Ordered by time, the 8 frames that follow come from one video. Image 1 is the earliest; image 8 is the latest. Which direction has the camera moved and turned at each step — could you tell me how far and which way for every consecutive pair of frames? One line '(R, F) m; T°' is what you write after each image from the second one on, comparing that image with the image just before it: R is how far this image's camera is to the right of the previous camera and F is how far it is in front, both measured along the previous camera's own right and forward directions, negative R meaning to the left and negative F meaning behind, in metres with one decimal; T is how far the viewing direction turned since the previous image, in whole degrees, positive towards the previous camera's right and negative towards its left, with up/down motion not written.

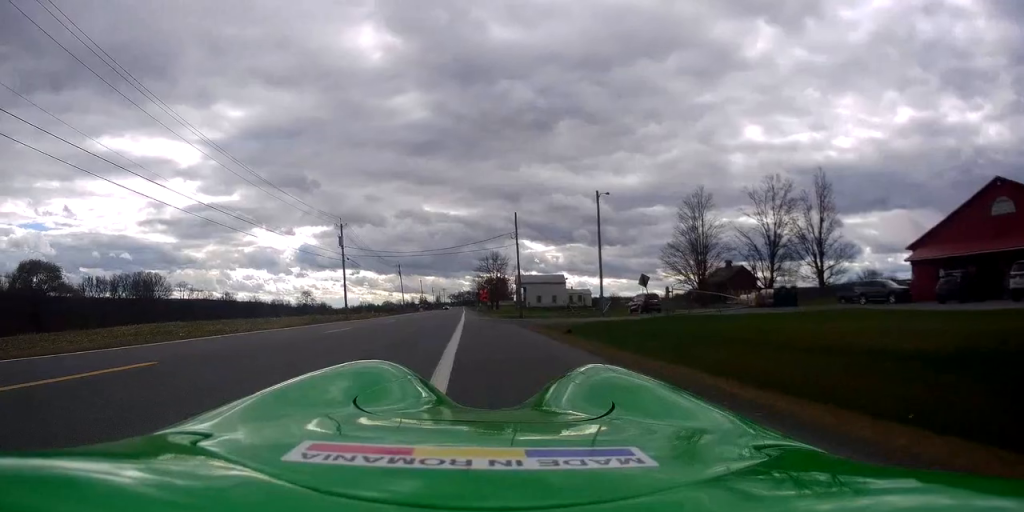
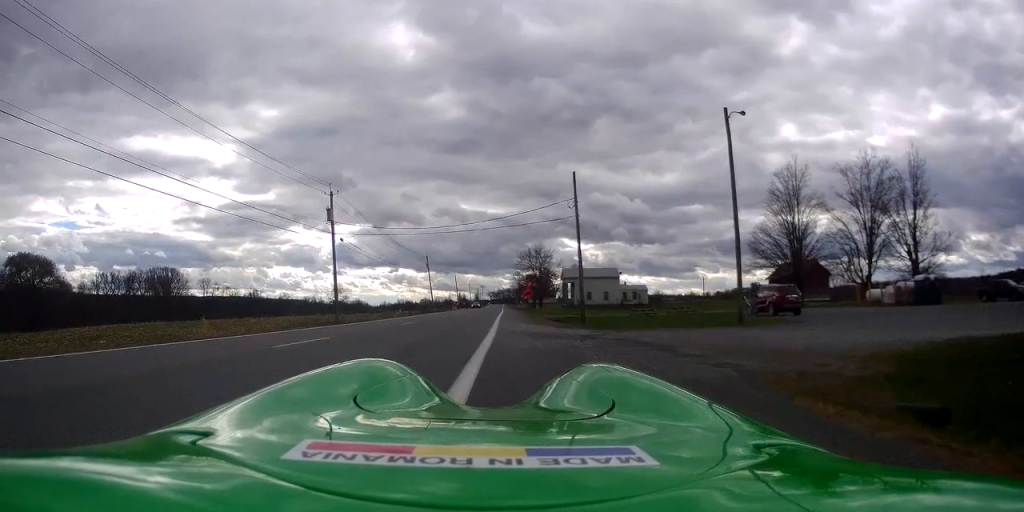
(-0.5, +18.0) m; -5°
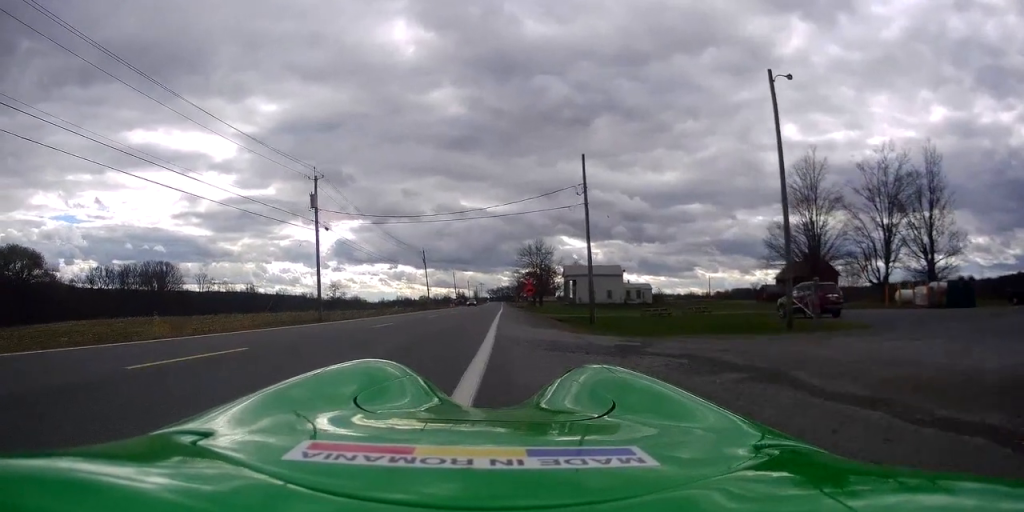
(+0.3, +4.3) m; 0°
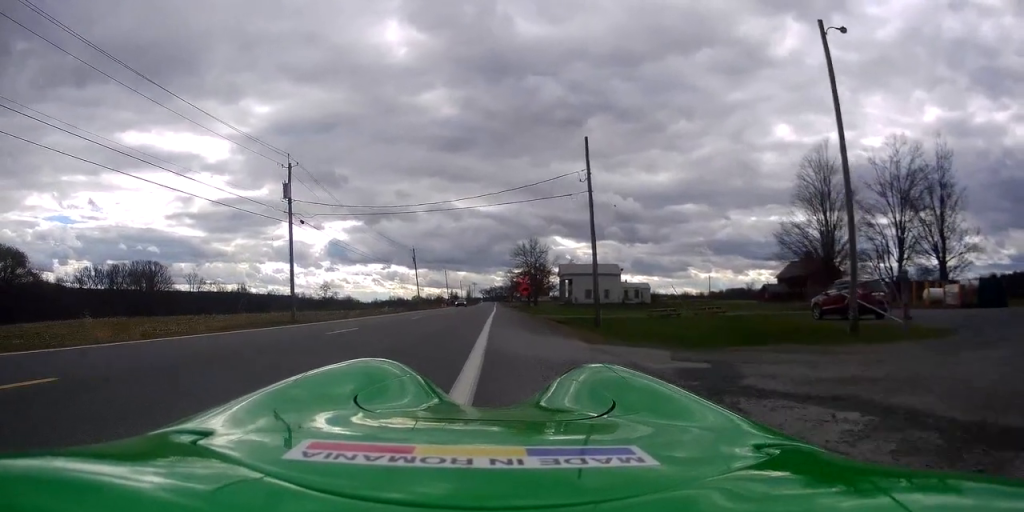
(+0.3, +4.3) m; 0°
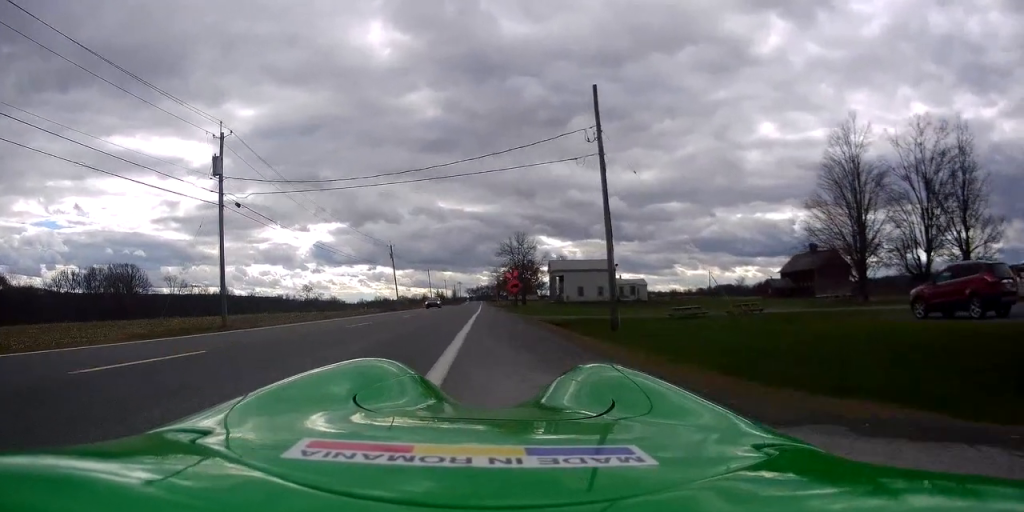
(-0.6, +8.1) m; 0°
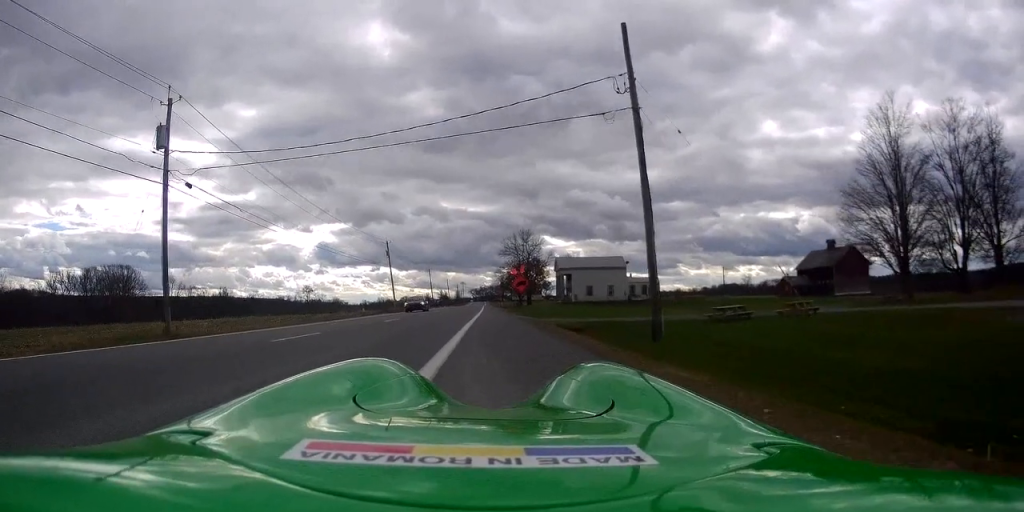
(+0.4, +6.0) m; +2°
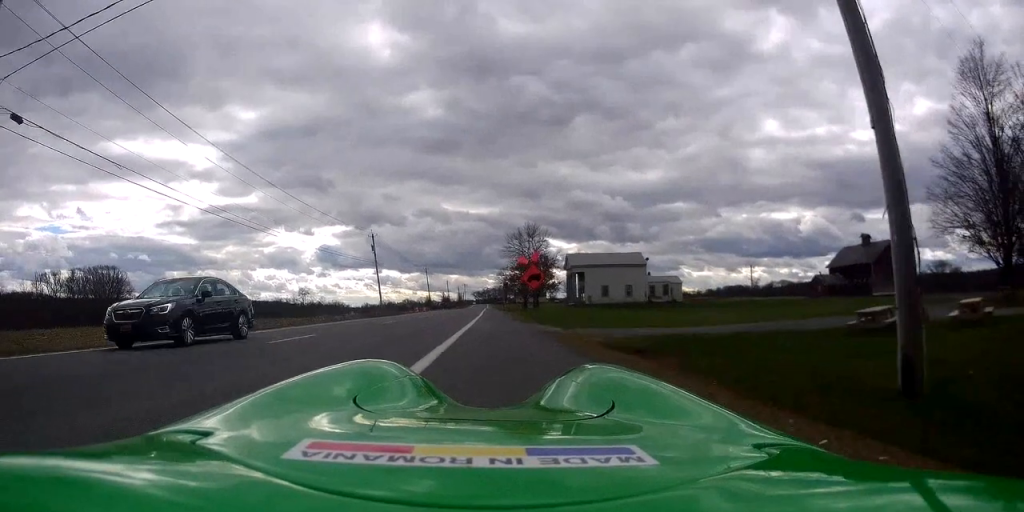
(0.0, +11.7) m; +1°
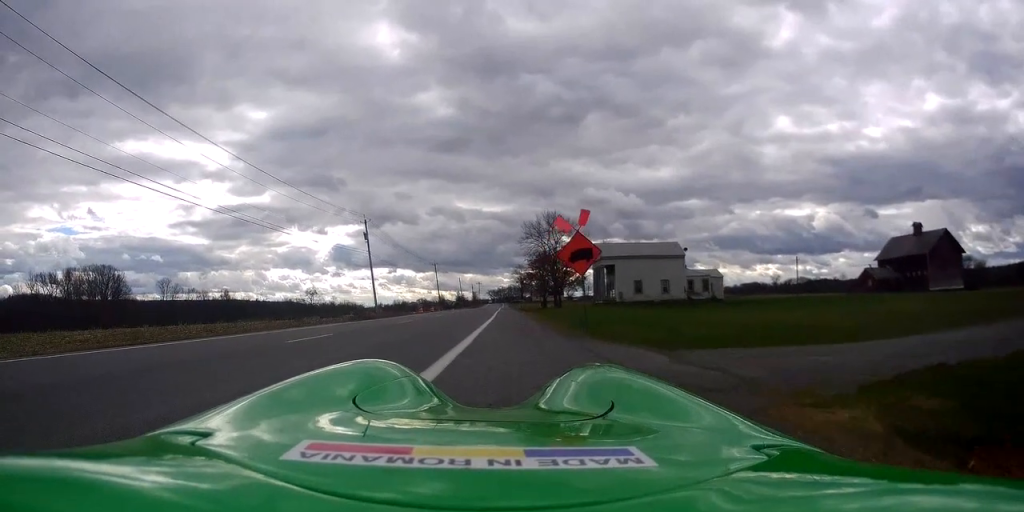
(-0.2, +12.0) m; -3°
